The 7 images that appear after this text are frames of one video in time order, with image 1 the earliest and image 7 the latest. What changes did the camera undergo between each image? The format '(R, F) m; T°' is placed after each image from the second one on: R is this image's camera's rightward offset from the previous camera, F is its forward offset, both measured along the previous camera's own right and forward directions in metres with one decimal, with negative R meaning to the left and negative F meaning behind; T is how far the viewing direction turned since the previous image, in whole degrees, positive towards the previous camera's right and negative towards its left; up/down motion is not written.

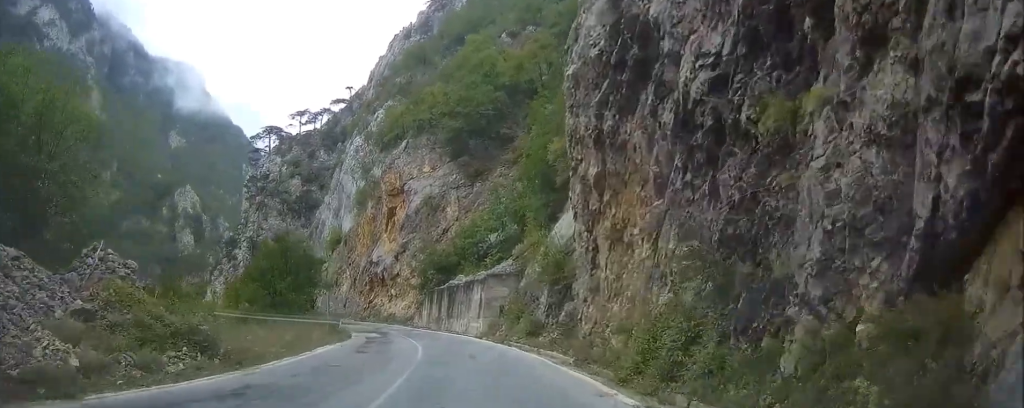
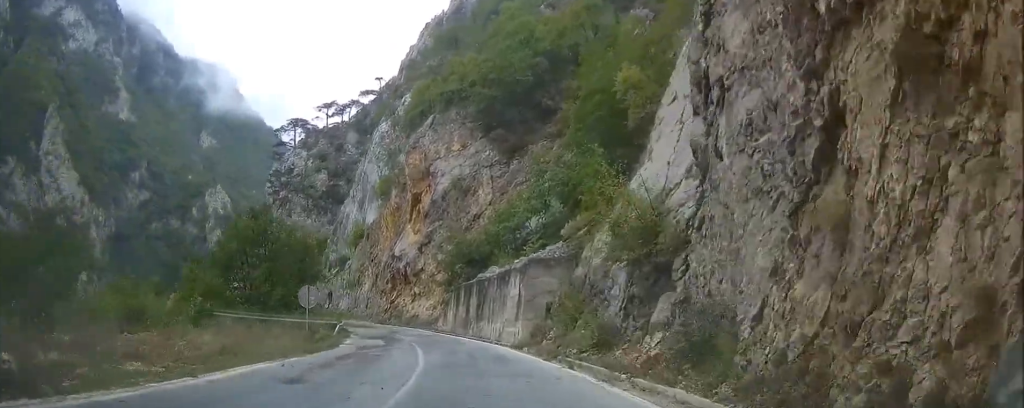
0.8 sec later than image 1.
(+0.5, +12.3) m; +2°
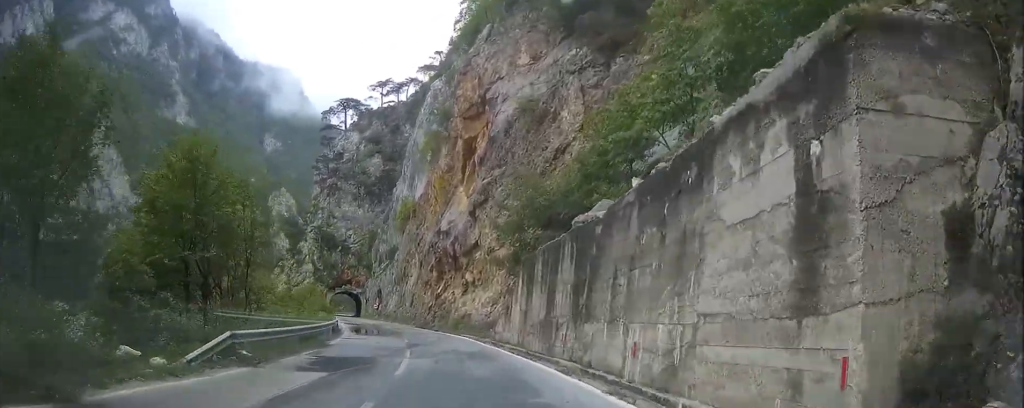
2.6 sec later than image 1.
(-0.3, +26.3) m; -3°
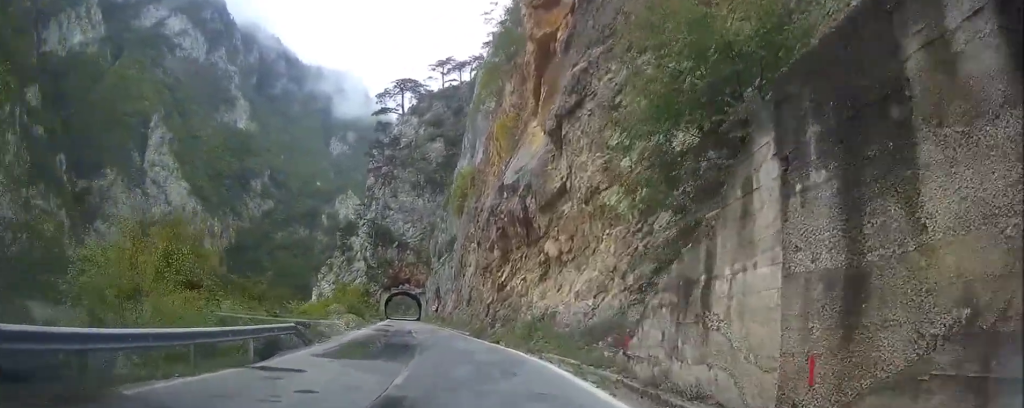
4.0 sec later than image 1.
(-0.1, +21.7) m; -1°
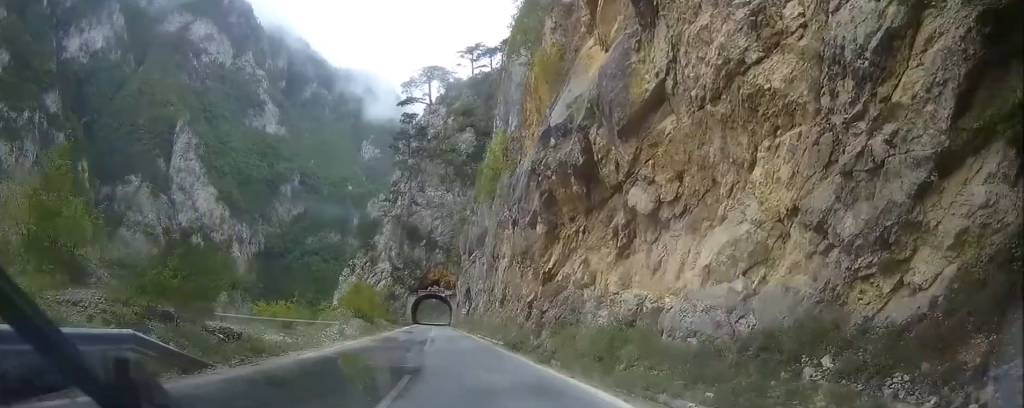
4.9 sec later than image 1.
(-0.2, +12.3) m; -2°
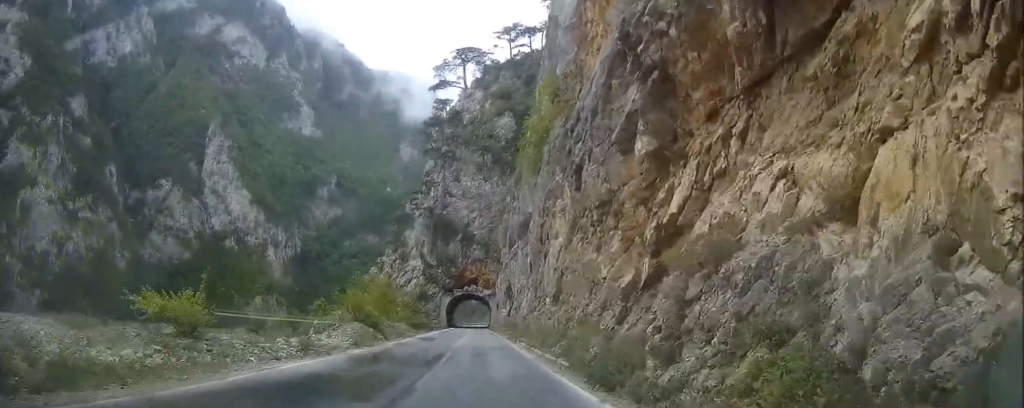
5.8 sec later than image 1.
(-0.4, +14.2) m; -3°
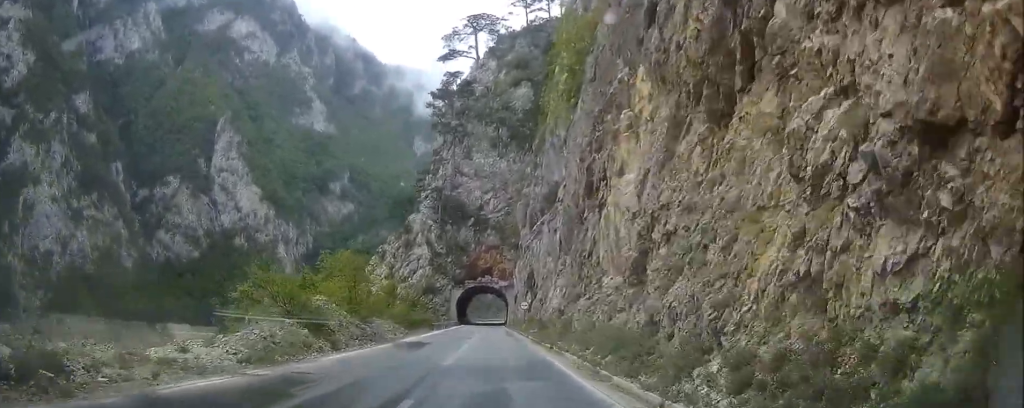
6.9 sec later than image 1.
(-0.5, +16.1) m; -3°
